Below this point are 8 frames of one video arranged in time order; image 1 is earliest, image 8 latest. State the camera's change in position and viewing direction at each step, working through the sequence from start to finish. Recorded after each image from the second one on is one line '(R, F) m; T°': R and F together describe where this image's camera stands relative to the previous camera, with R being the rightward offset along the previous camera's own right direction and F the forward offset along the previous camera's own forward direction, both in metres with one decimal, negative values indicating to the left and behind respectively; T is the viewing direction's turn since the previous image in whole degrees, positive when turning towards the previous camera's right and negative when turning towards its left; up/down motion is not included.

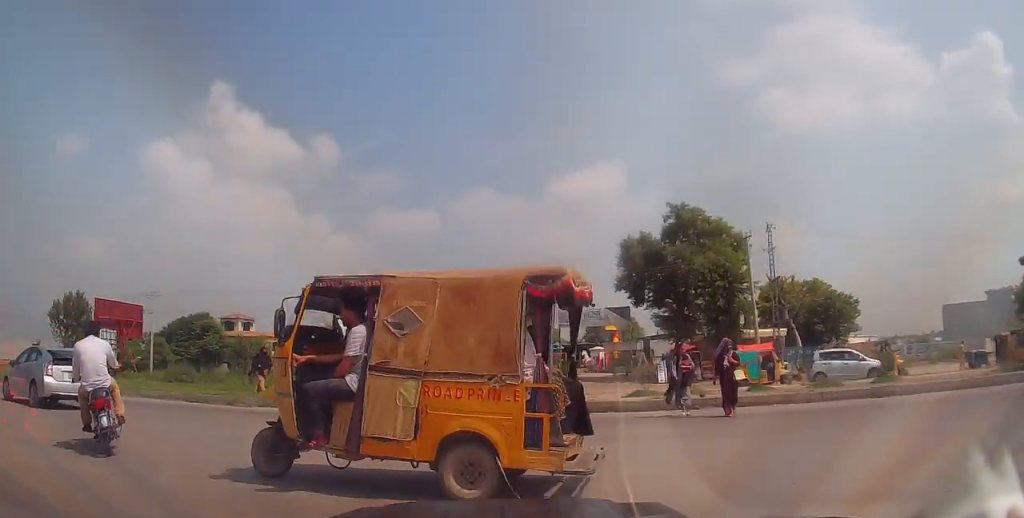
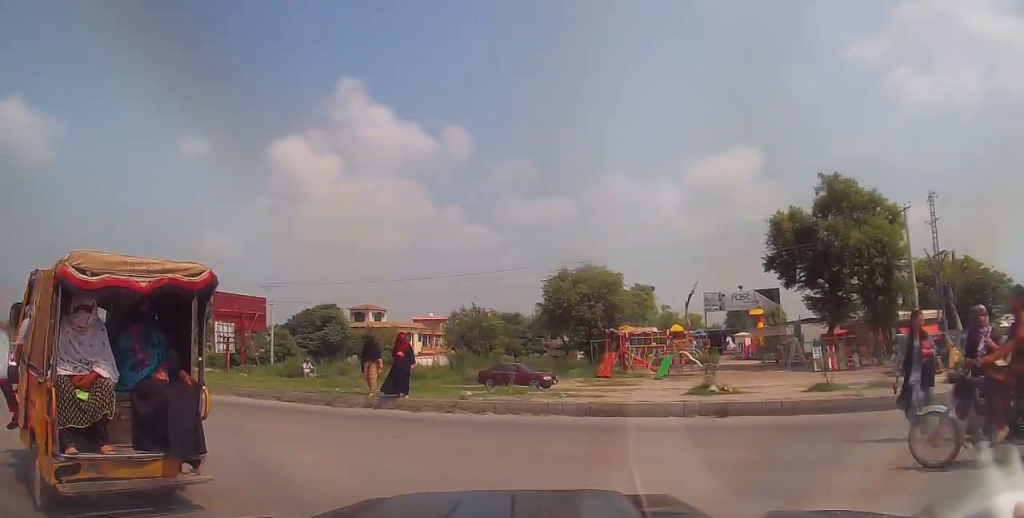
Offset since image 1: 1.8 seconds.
(-0.9, +3.1) m; -12°
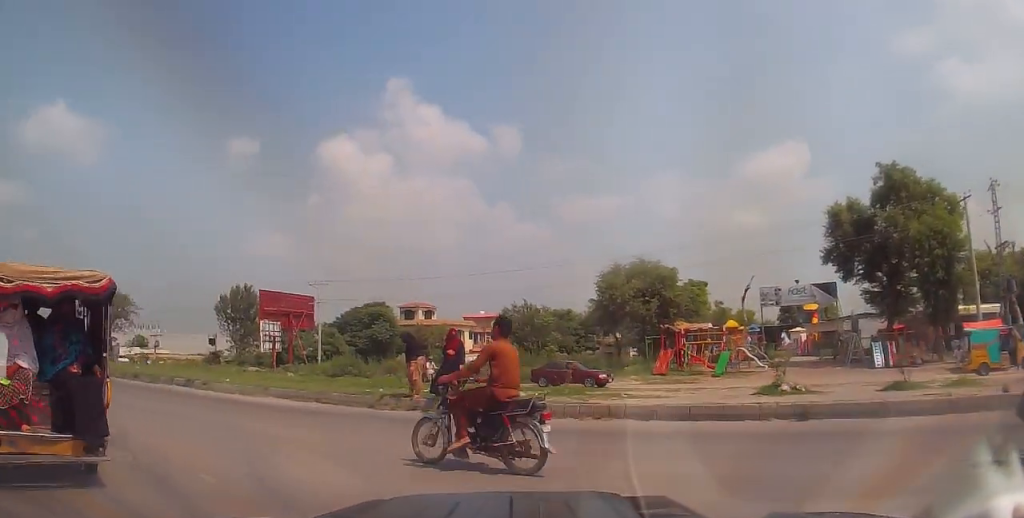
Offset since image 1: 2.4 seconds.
(+0.1, +1.2) m; 0°
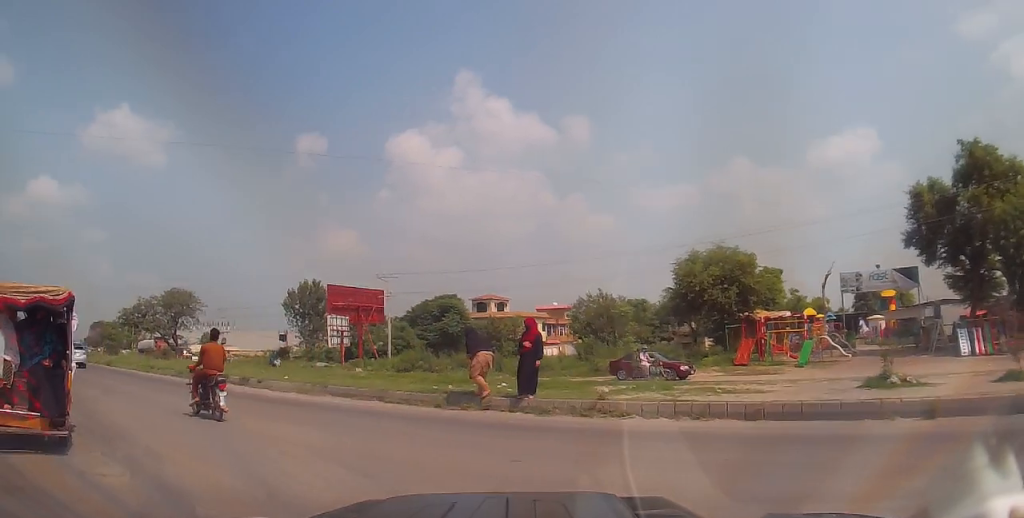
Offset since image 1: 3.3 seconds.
(+0.2, +1.7) m; -23°
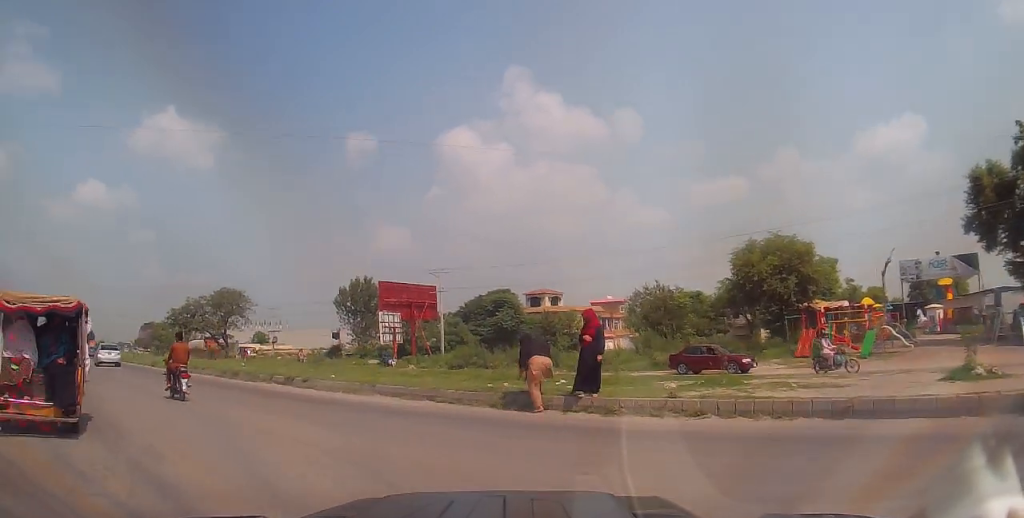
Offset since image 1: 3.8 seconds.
(-0.6, +1.2) m; -8°
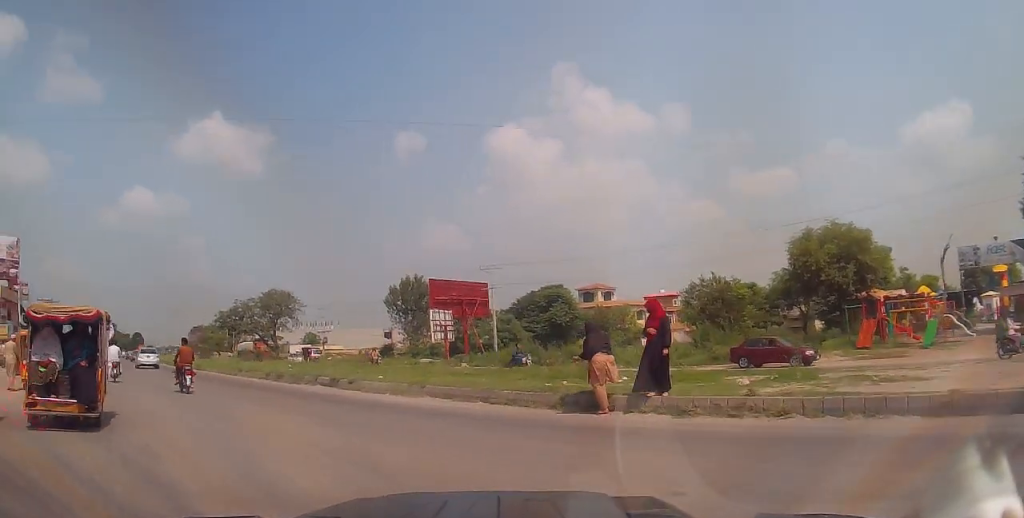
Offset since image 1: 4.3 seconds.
(-0.3, +1.2) m; -7°
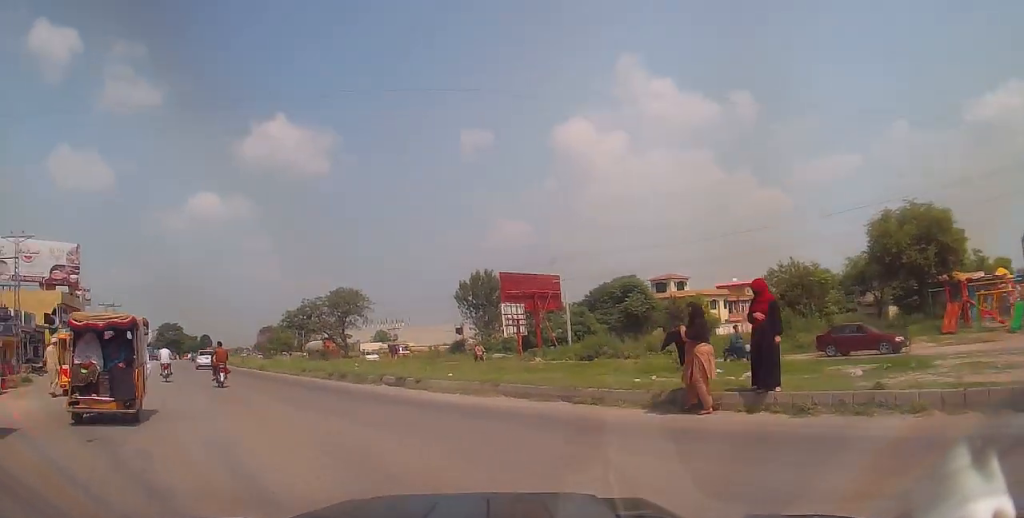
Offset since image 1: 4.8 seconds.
(+0.2, +1.8) m; -2°
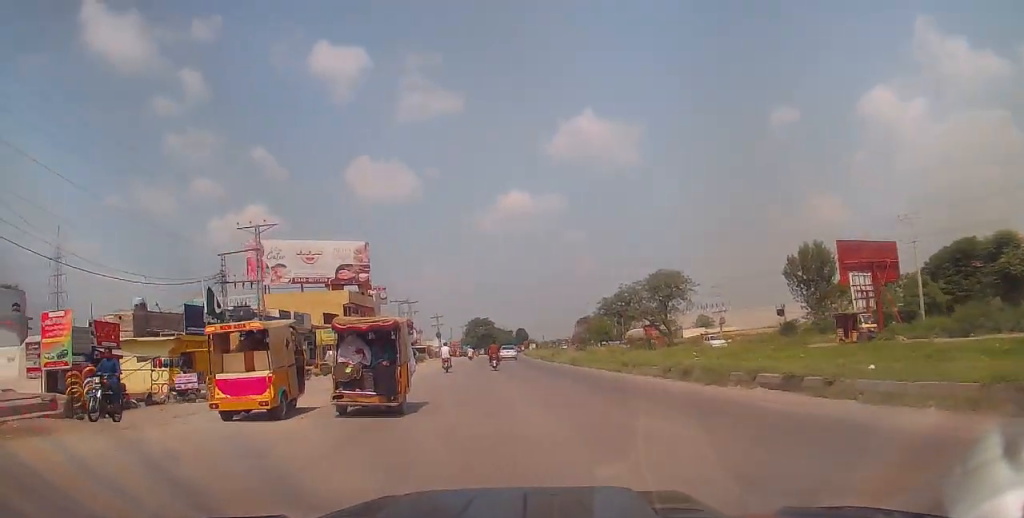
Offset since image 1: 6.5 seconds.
(-1.2, +8.1) m; -17°
